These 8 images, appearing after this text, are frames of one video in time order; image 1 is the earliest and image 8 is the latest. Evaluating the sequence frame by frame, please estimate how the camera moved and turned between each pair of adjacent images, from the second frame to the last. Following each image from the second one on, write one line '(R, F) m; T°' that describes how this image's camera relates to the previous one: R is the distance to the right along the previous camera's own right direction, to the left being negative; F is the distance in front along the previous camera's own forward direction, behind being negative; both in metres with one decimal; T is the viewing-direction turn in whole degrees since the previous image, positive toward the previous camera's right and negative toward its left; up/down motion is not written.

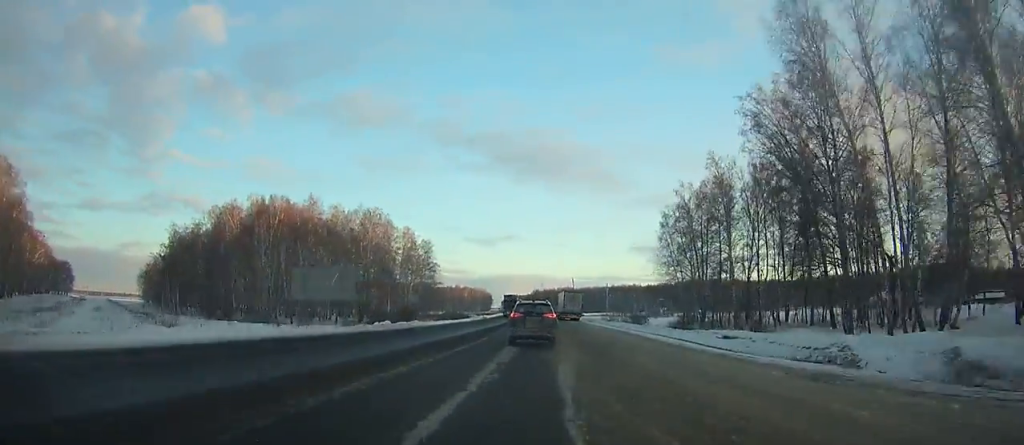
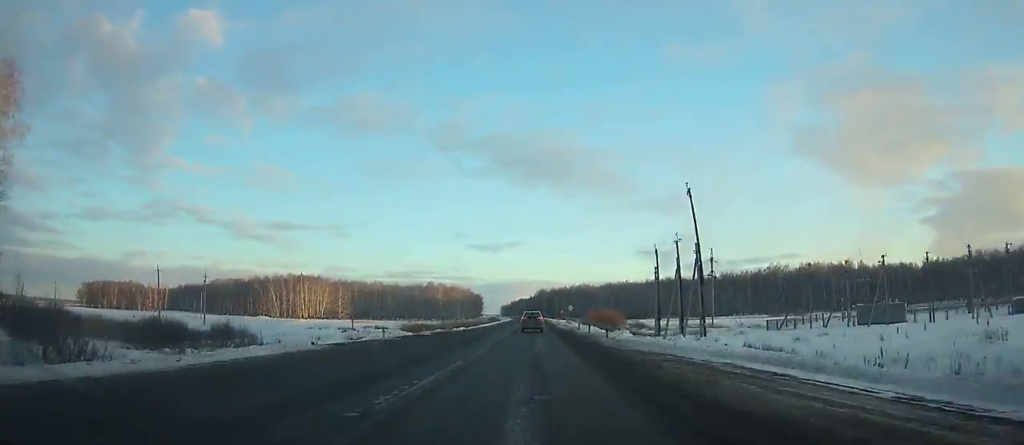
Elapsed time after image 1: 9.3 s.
(-1.2, +159.0) m; -1°
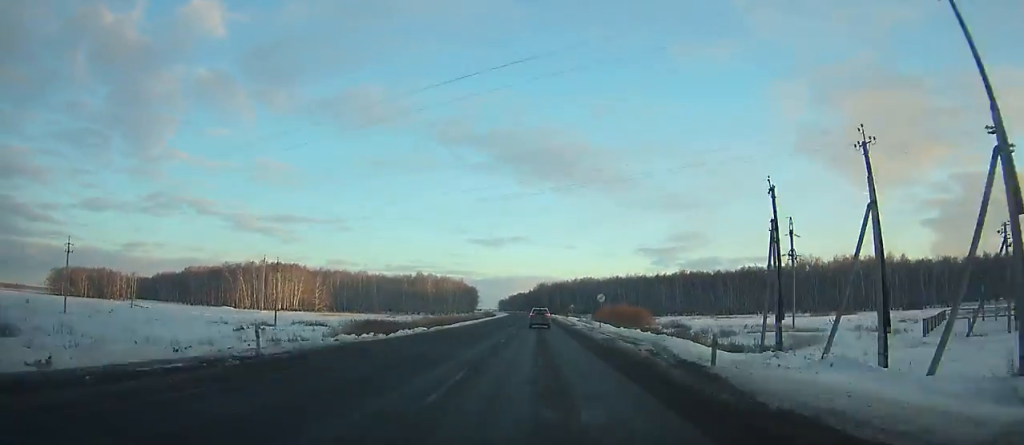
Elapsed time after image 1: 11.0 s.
(-0.3, +34.9) m; 0°
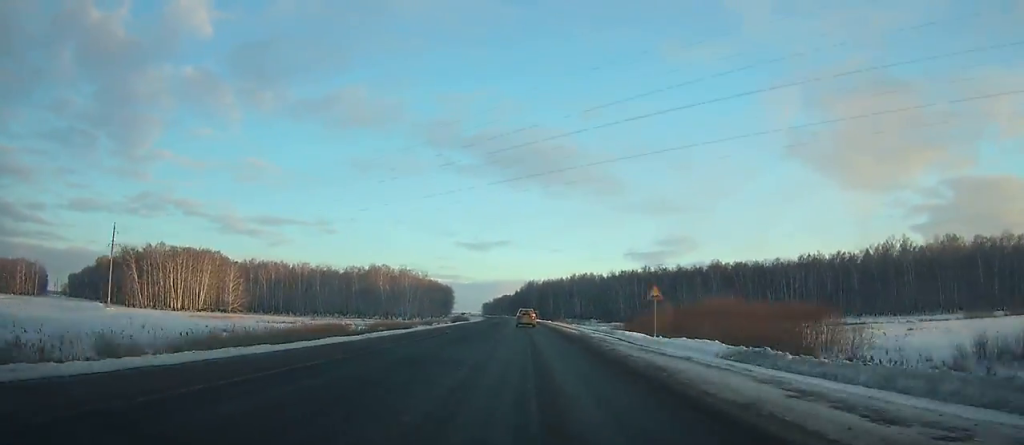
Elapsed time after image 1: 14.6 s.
(+0.2, +77.8) m; 0°
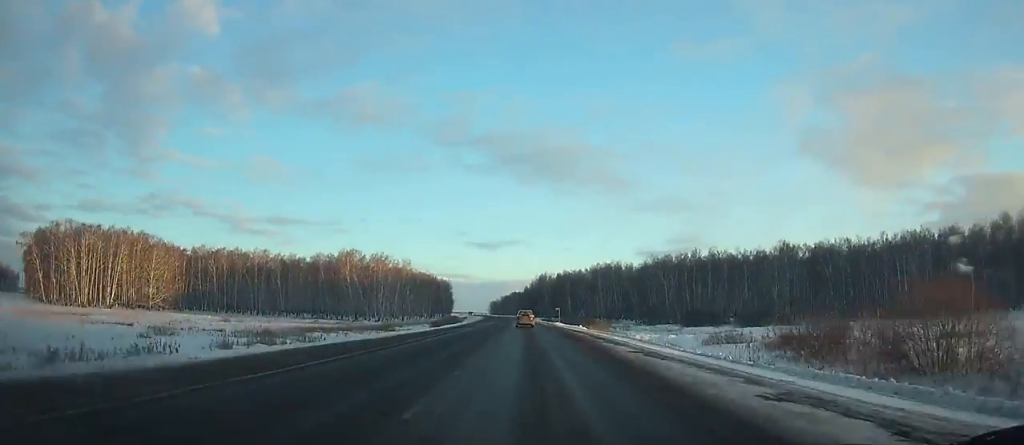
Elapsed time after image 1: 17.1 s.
(-0.1, +58.2) m; -1°
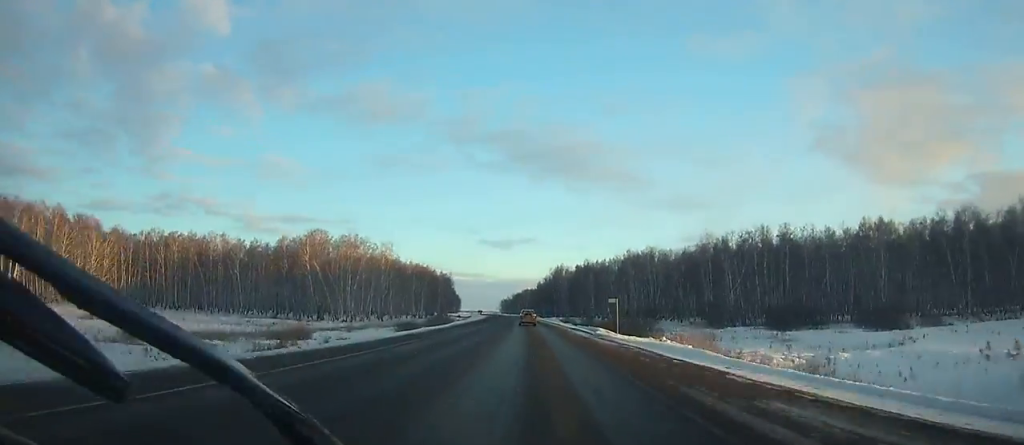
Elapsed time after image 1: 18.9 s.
(-0.1, +43.4) m; -1°
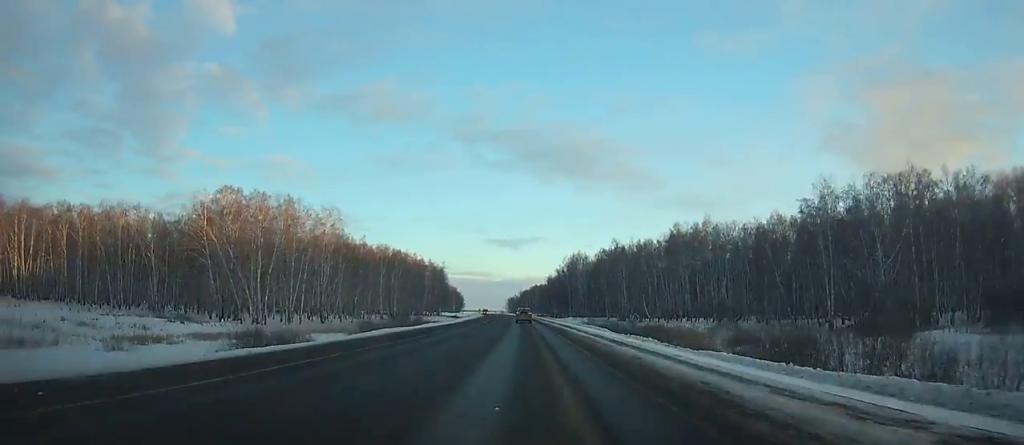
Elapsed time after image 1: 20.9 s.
(-0.3, +49.9) m; -1°
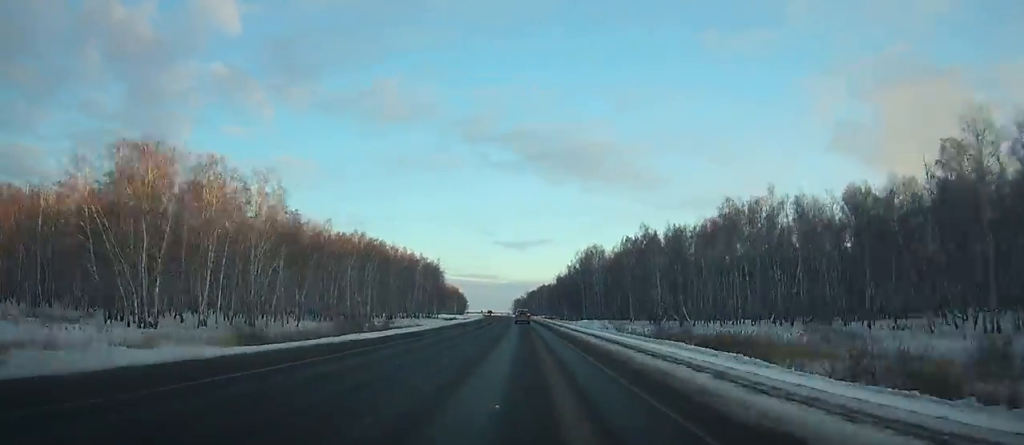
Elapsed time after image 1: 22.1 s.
(-0.3, +30.7) m; -1°
